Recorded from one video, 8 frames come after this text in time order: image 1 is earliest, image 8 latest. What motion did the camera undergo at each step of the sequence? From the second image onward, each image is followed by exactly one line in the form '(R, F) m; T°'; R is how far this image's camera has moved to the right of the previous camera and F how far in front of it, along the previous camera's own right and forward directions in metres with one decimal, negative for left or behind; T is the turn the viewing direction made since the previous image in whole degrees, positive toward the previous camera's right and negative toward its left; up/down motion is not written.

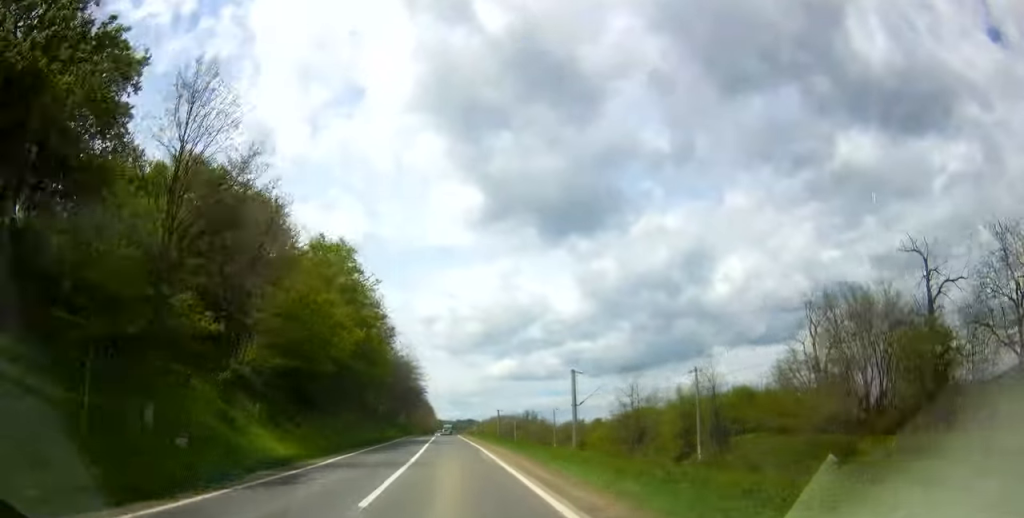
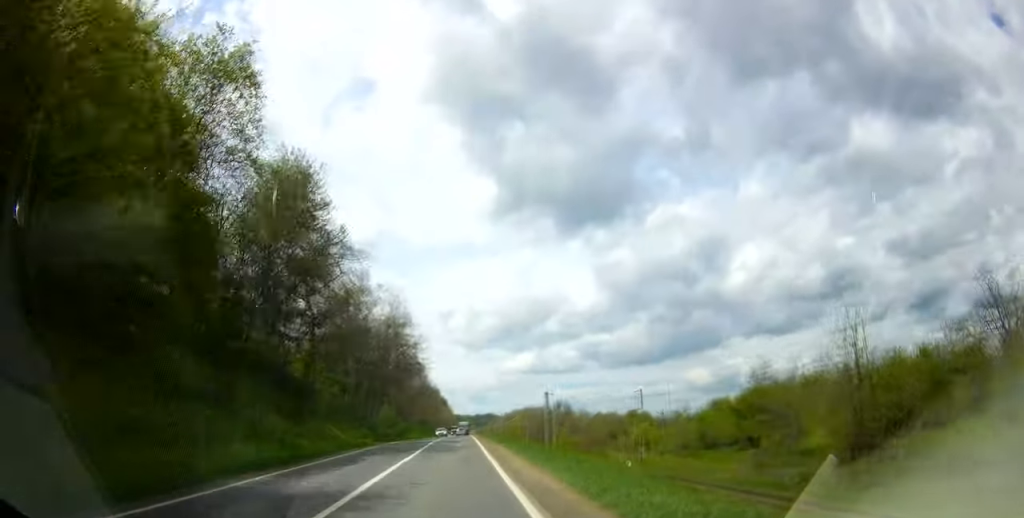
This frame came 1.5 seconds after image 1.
(-0.5, +43.3) m; -2°
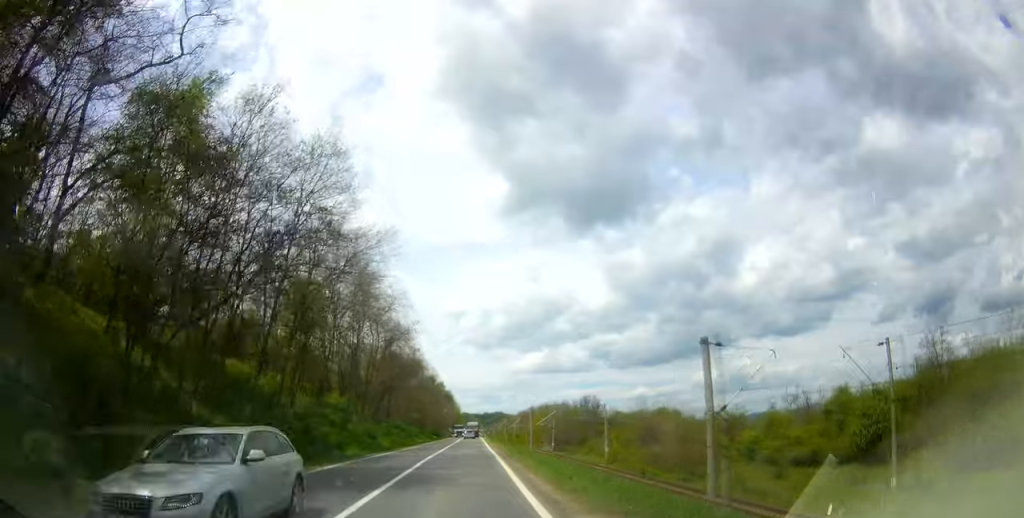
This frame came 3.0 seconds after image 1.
(-0.4, +40.4) m; -1°
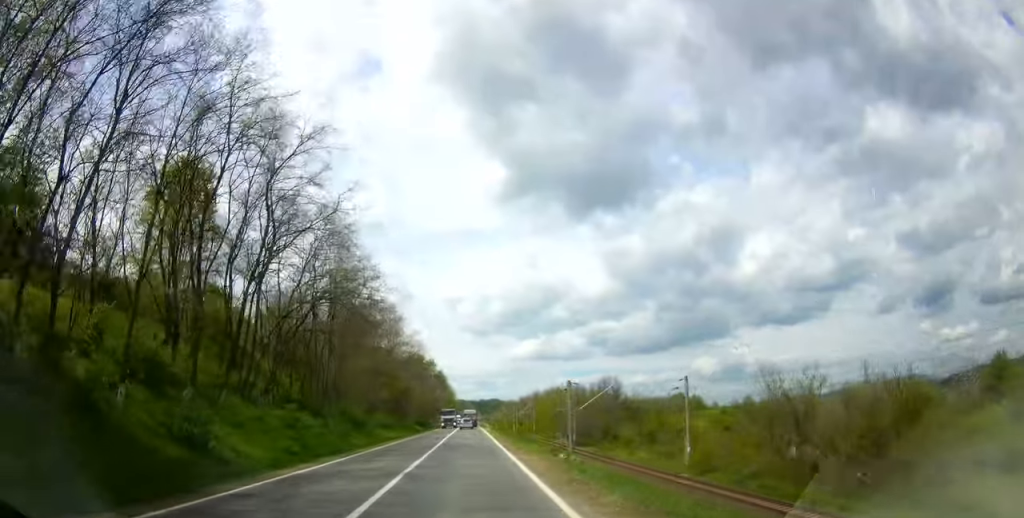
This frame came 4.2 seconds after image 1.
(0.0, +33.5) m; 0°
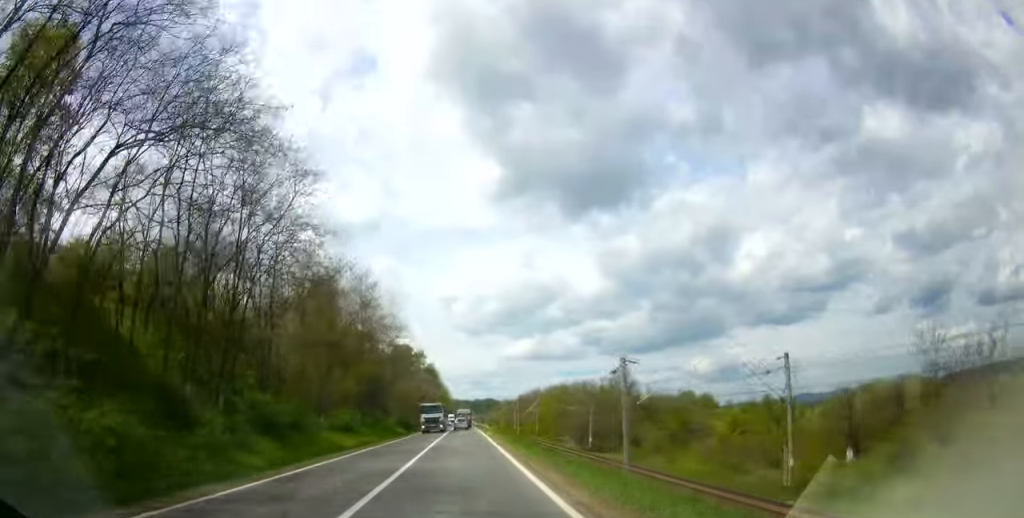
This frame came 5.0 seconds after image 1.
(+0.1, +19.8) m; 0°
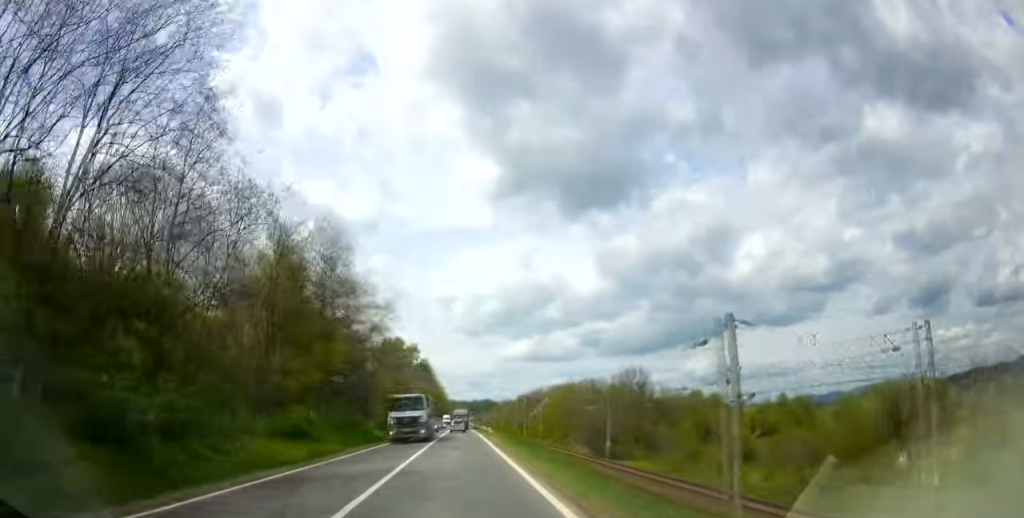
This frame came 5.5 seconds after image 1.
(-0.1, +14.1) m; 0°
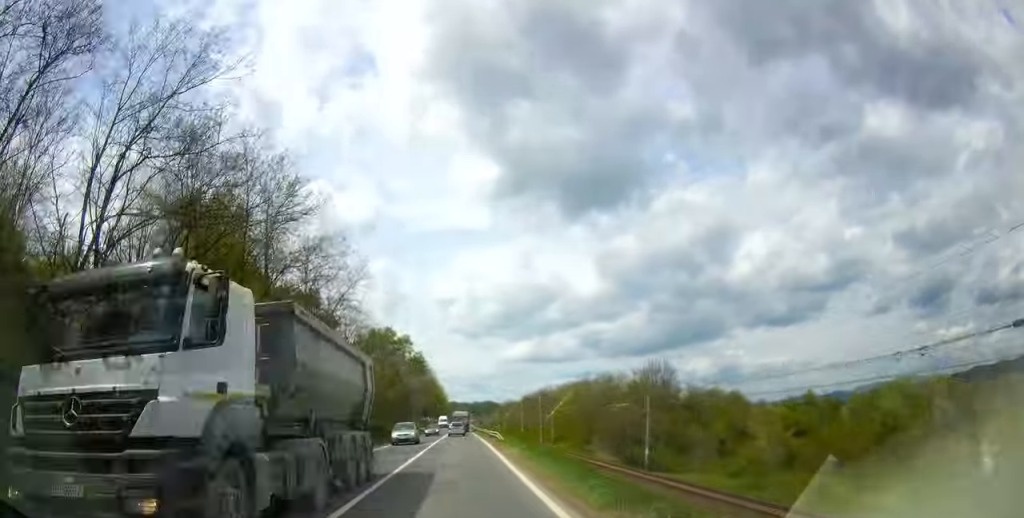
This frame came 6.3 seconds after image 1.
(+0.1, +18.4) m; +1°
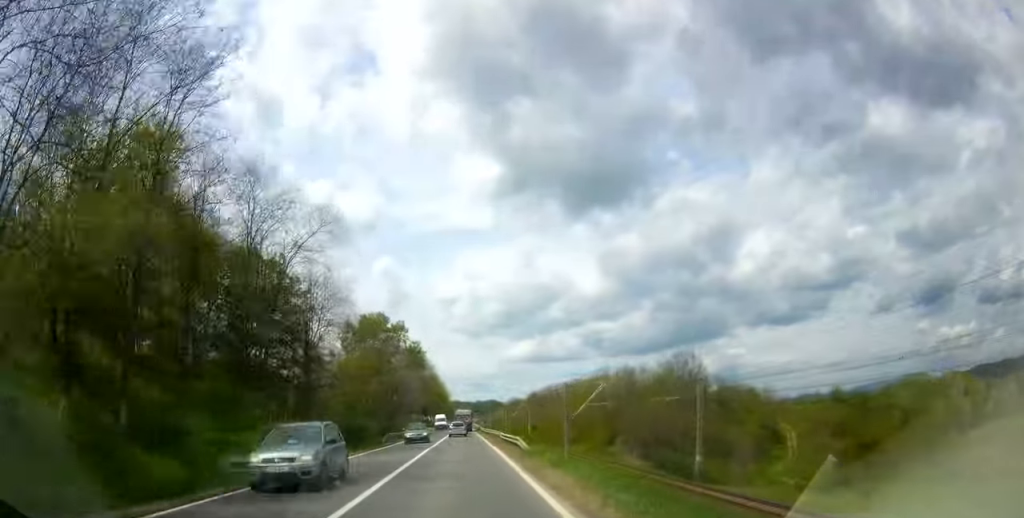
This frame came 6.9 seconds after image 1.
(+0.1, +15.0) m; +1°
